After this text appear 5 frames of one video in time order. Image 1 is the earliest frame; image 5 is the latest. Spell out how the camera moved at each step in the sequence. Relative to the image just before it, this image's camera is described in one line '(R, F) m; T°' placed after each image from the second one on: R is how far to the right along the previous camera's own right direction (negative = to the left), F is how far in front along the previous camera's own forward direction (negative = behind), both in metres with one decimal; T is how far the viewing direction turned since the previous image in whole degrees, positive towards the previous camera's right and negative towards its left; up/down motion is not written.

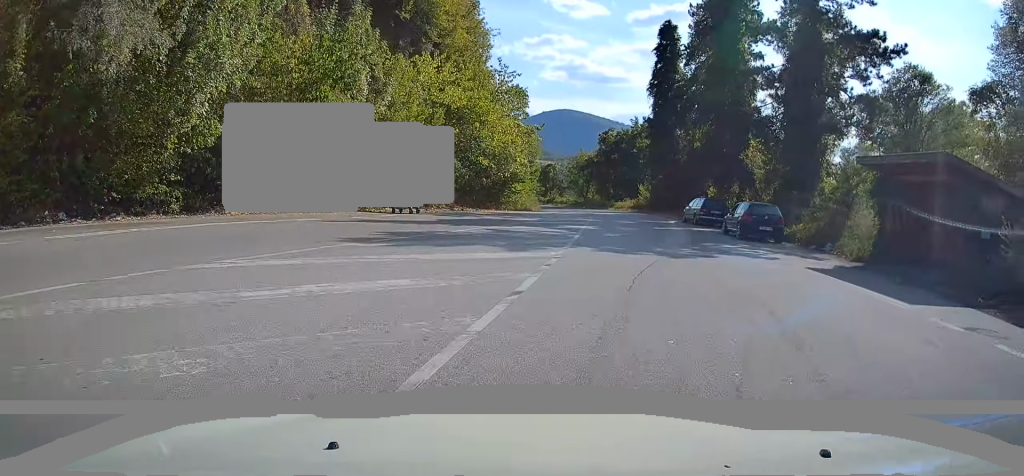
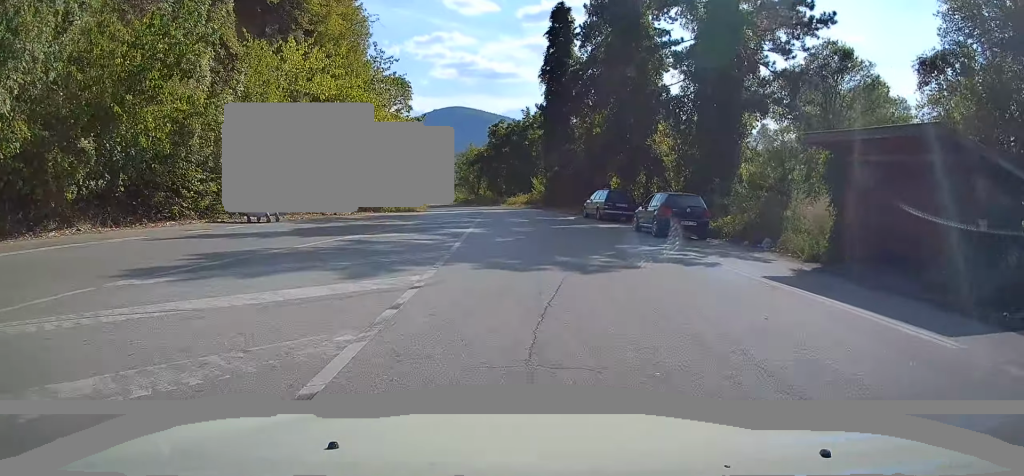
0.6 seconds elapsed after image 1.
(+0.5, +3.9) m; +7°
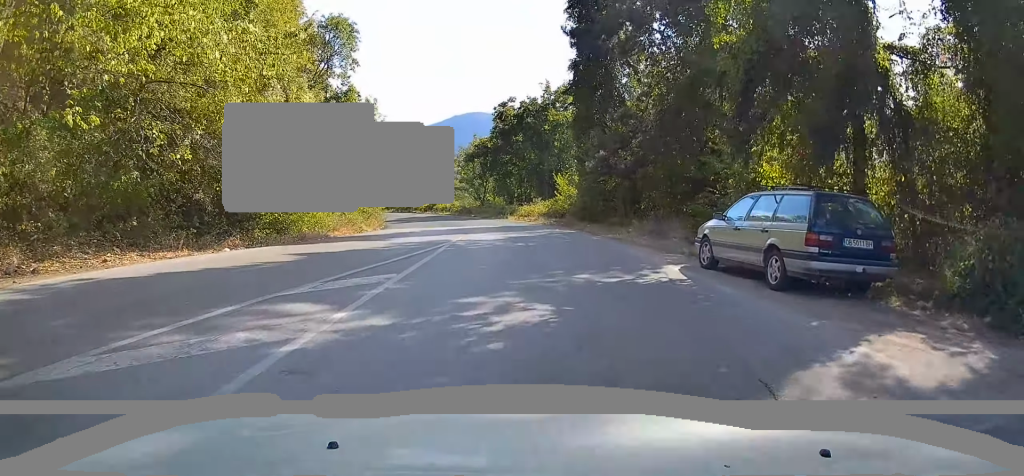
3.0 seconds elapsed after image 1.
(+1.6, +19.8) m; +2°
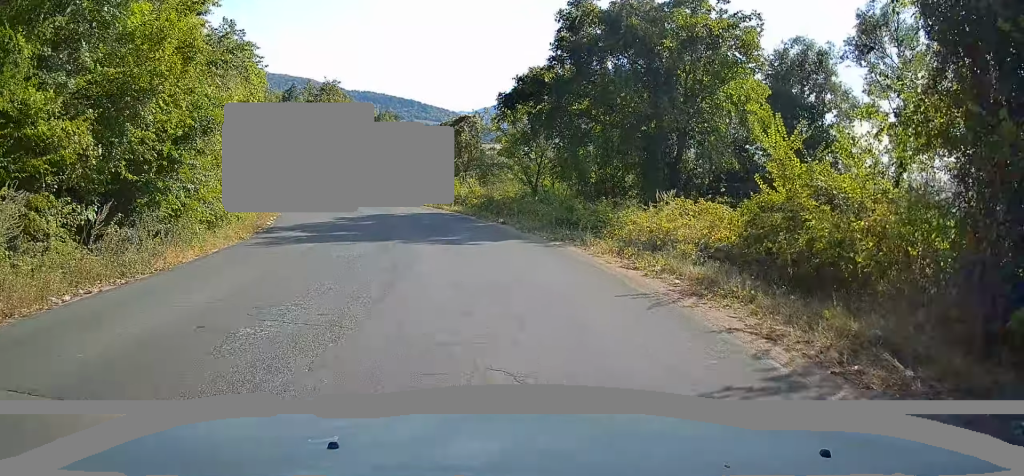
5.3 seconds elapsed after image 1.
(-1.9, +25.4) m; -9°
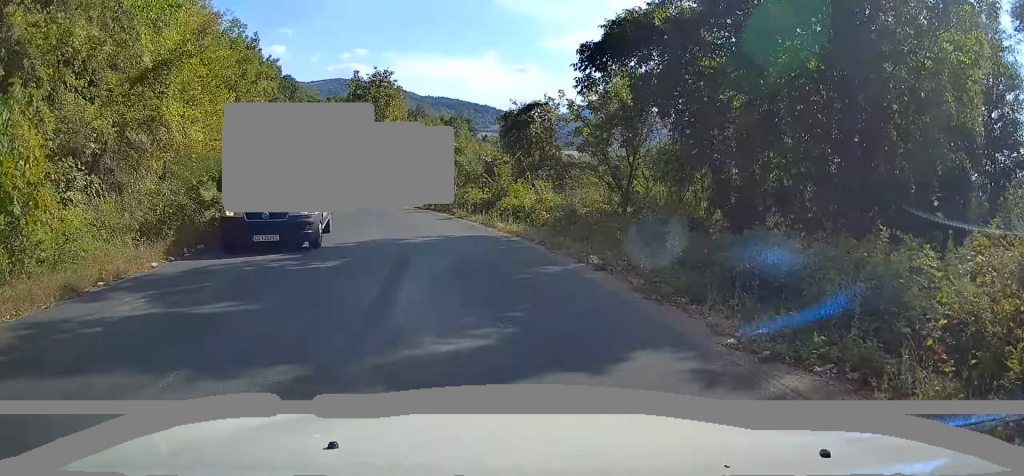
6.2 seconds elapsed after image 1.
(-0.4, +10.0) m; -5°
